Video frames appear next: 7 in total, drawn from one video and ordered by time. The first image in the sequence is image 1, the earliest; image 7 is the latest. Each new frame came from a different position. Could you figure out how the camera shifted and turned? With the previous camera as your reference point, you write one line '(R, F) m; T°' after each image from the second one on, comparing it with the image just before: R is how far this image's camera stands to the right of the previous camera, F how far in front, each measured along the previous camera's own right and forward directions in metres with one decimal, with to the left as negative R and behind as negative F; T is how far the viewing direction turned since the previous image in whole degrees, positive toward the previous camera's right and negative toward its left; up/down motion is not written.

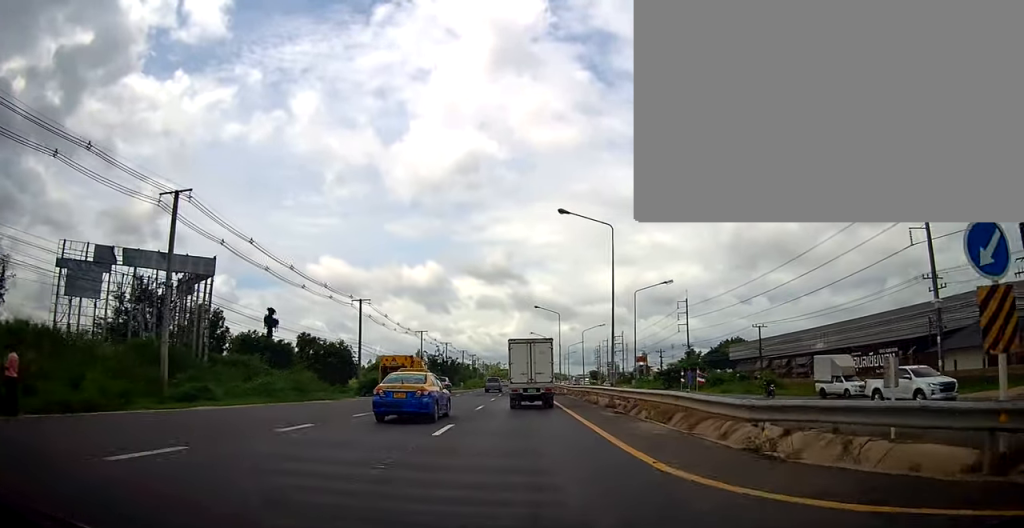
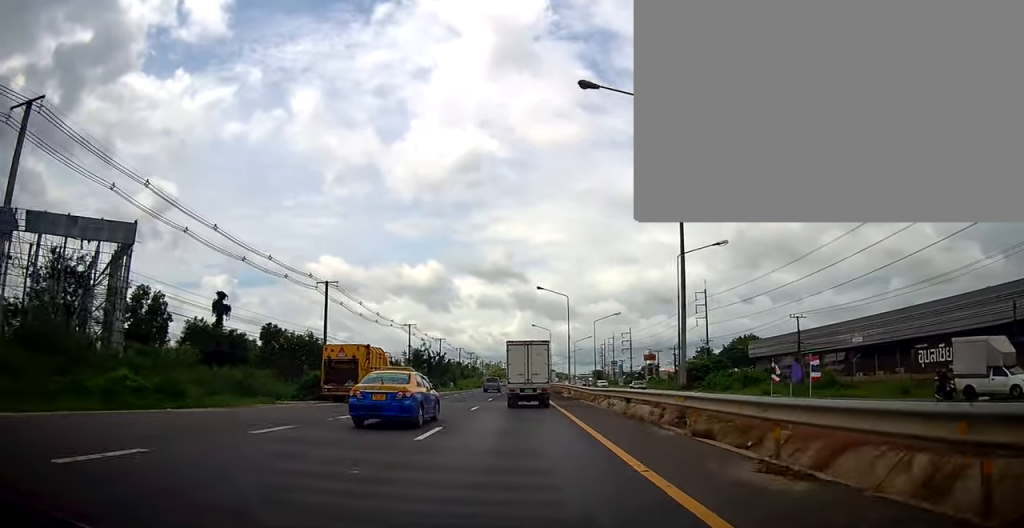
(0.0, +12.3) m; +2°
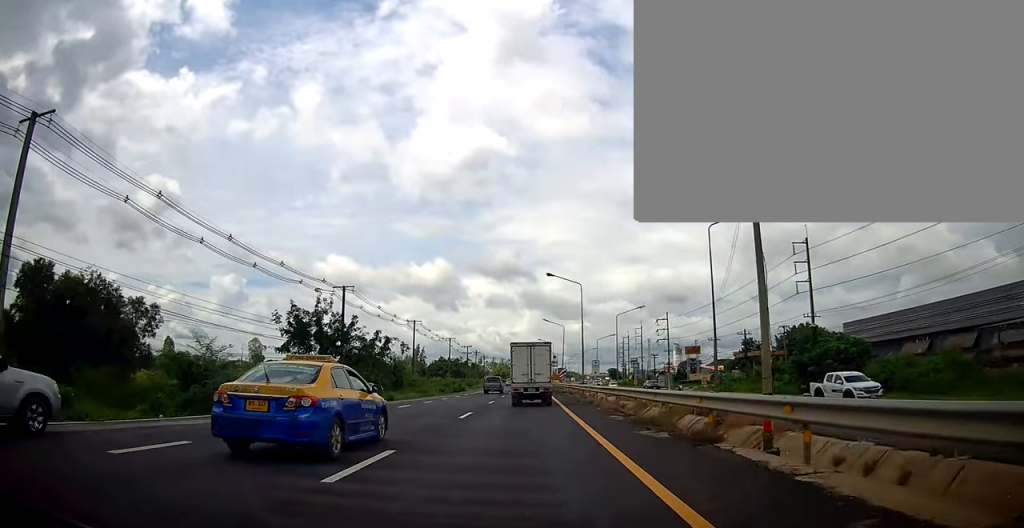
(+1.0, +39.6) m; +1°
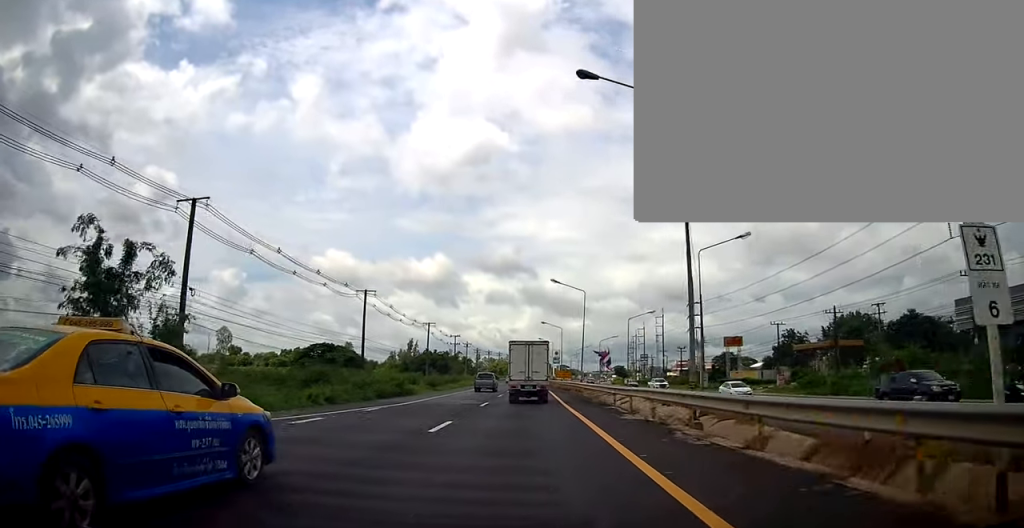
(0.0, +29.6) m; 0°
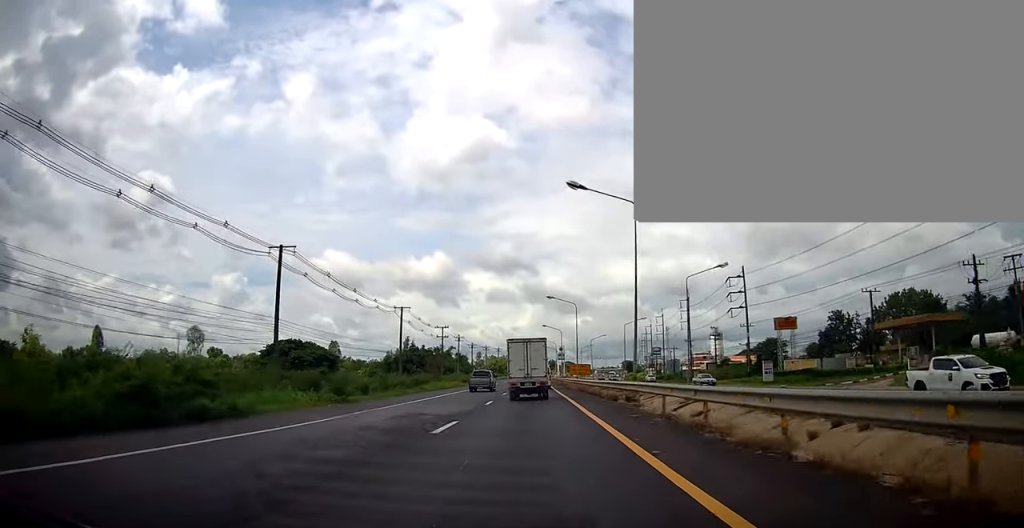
(-0.2, +24.4) m; 0°
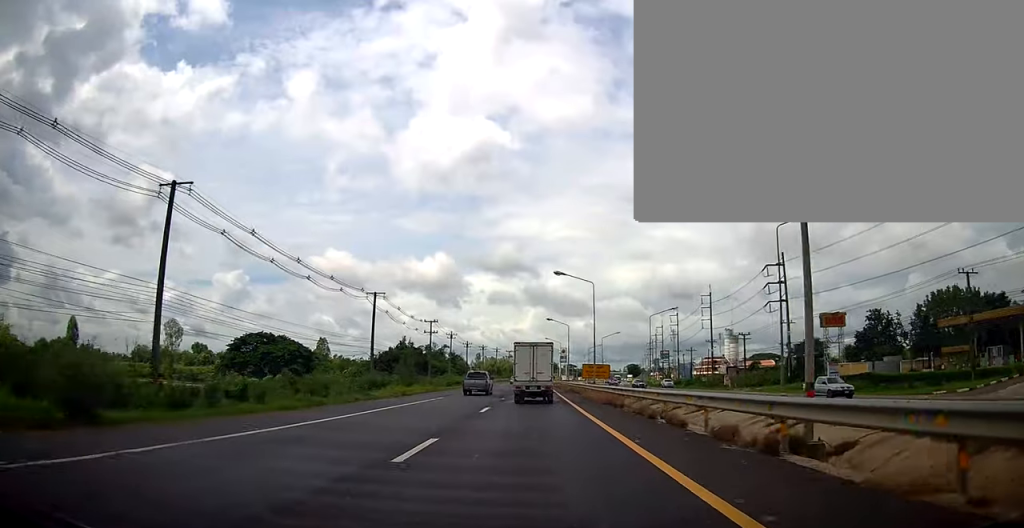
(0.0, +15.5) m; 0°
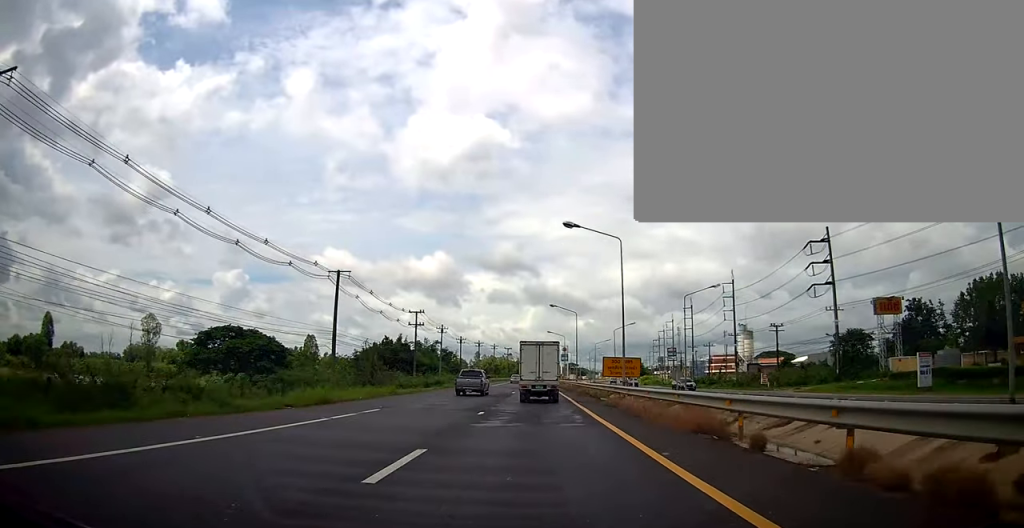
(0.0, +13.6) m; -2°
